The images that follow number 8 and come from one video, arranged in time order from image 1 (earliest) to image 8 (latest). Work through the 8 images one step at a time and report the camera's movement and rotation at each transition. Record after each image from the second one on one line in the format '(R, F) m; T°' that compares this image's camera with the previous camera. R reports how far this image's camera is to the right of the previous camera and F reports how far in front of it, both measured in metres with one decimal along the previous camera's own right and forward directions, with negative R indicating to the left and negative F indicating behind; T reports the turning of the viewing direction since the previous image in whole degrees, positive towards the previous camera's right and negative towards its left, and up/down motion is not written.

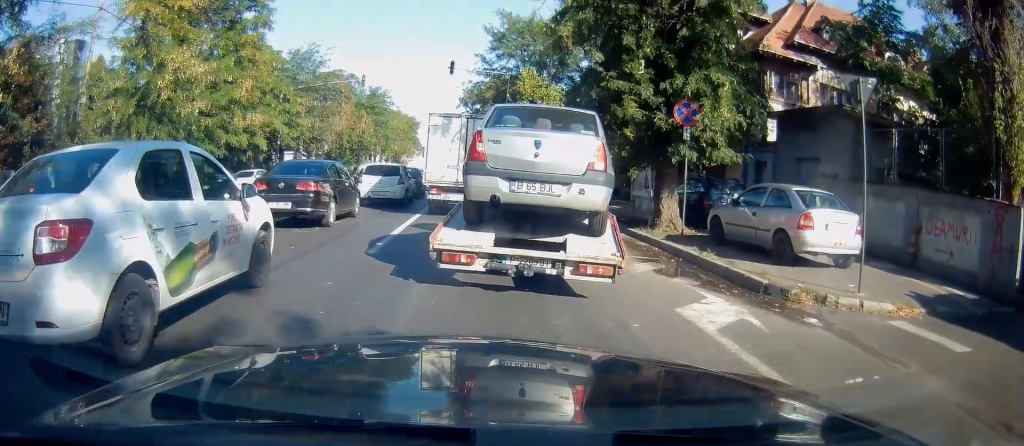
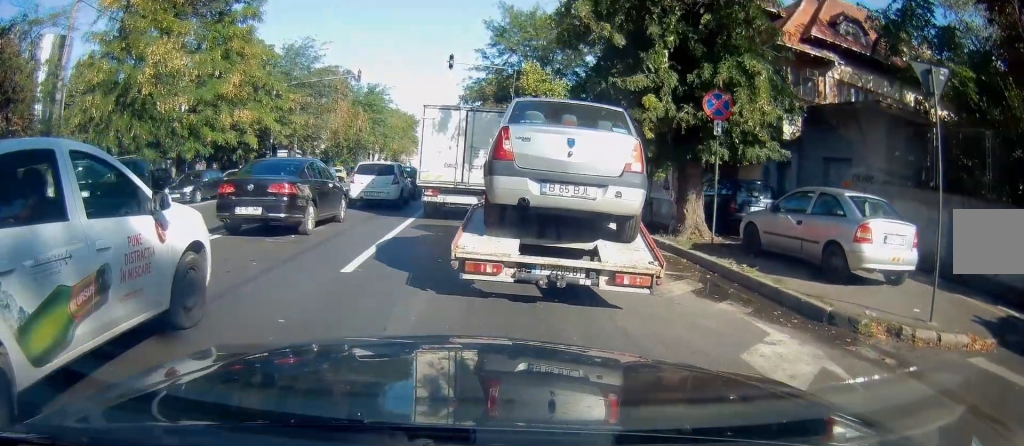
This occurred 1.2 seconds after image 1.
(0.0, +2.2) m; -1°
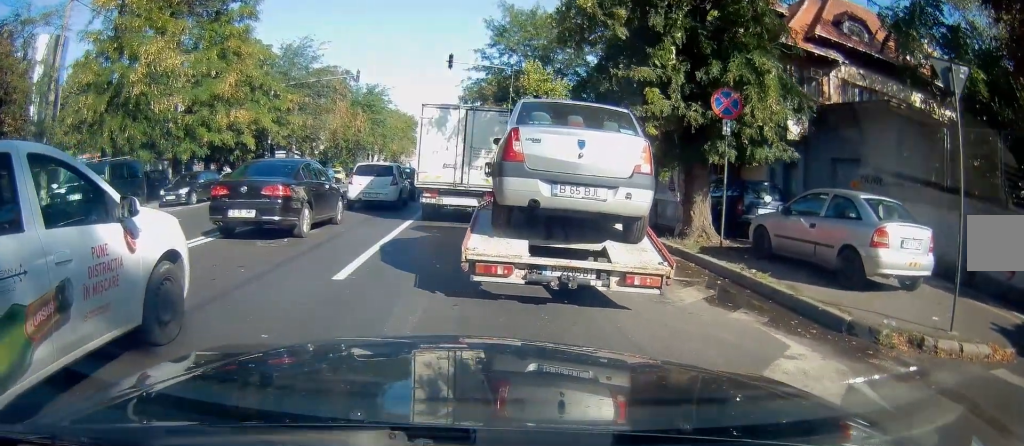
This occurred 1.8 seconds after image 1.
(0.0, +0.8) m; 0°
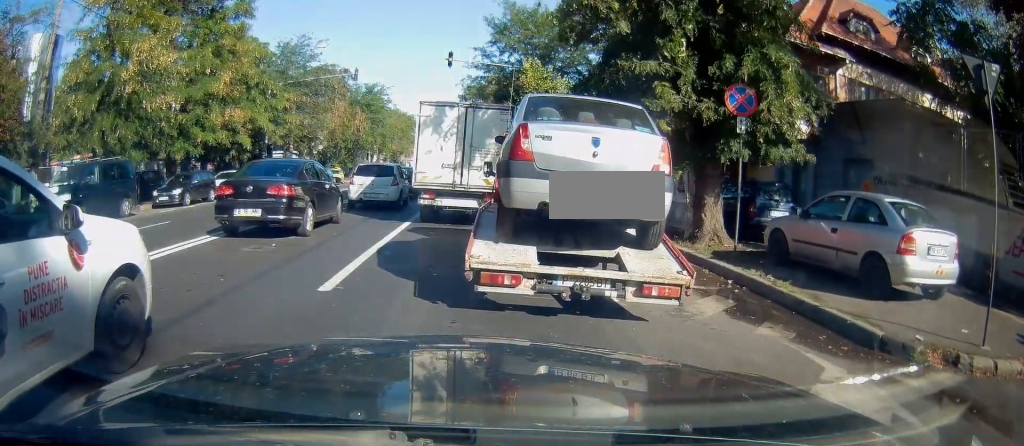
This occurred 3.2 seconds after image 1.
(+0.2, +1.0) m; 0°
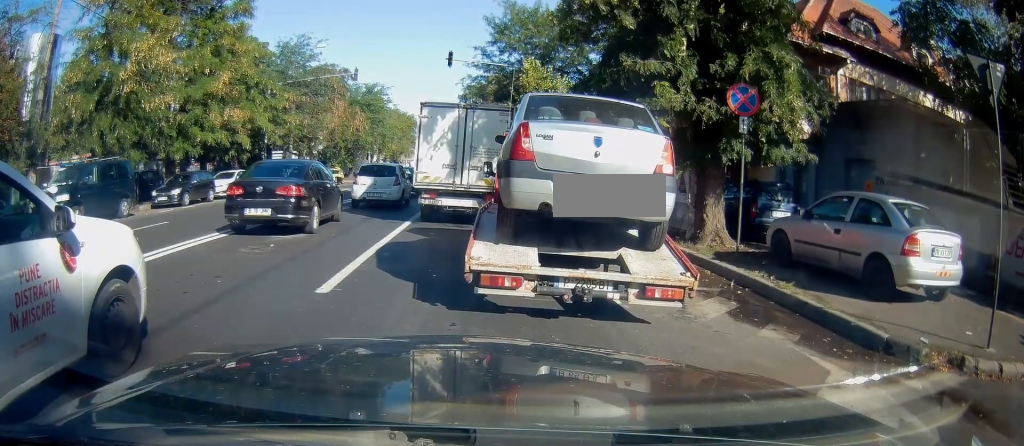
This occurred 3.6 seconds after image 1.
(+0.1, +0.3) m; 0°
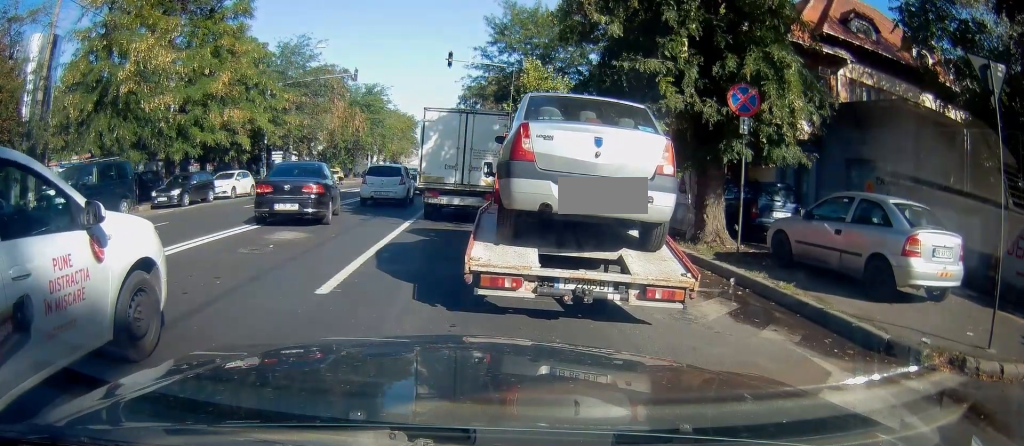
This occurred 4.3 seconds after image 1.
(+0.2, +0.3) m; 0°
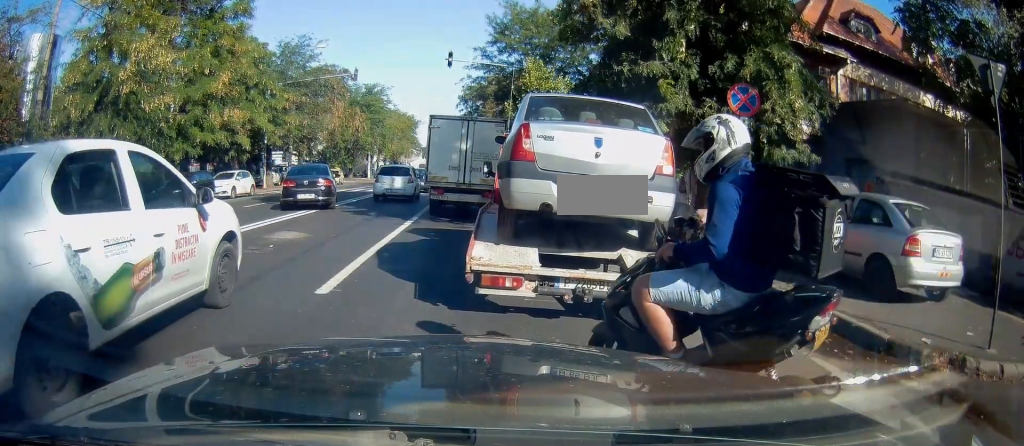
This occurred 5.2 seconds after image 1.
(0.0, 0.0) m; 0°
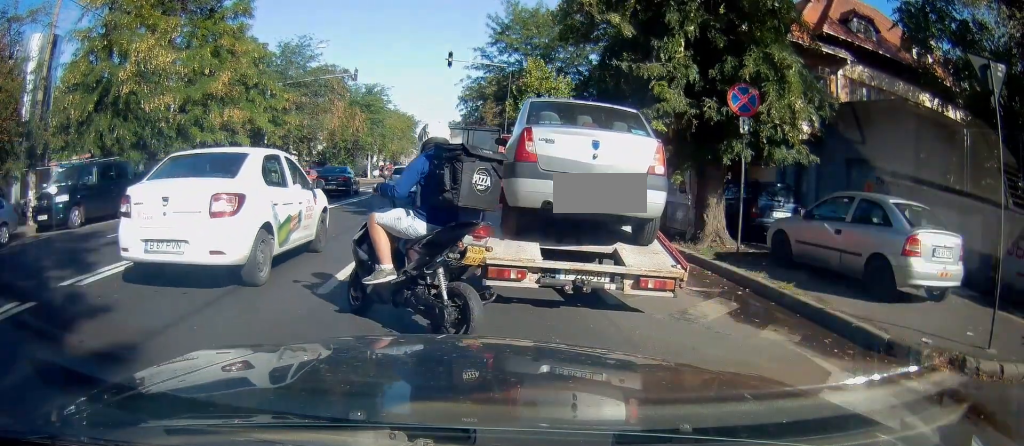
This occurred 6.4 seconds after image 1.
(+0.2, +0.3) m; 0°
